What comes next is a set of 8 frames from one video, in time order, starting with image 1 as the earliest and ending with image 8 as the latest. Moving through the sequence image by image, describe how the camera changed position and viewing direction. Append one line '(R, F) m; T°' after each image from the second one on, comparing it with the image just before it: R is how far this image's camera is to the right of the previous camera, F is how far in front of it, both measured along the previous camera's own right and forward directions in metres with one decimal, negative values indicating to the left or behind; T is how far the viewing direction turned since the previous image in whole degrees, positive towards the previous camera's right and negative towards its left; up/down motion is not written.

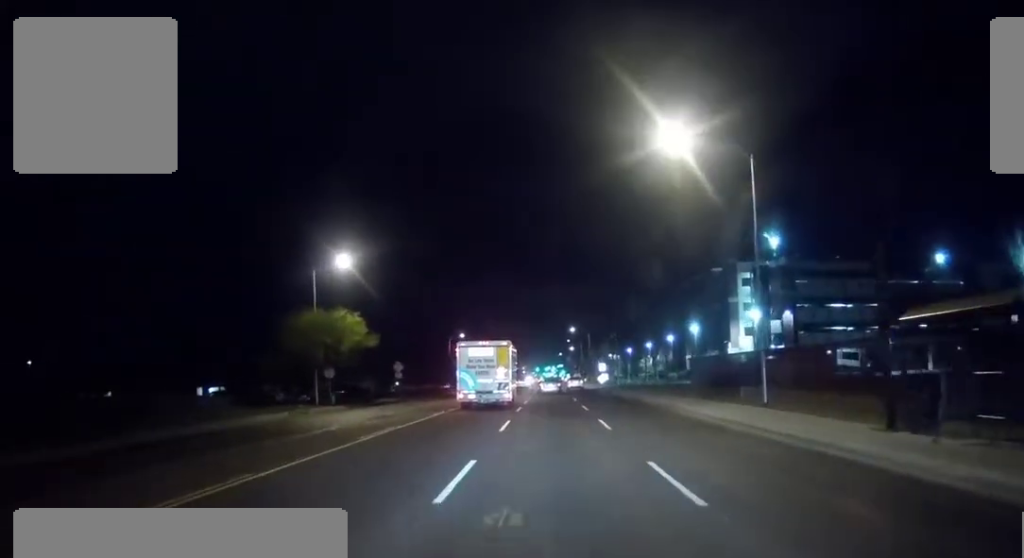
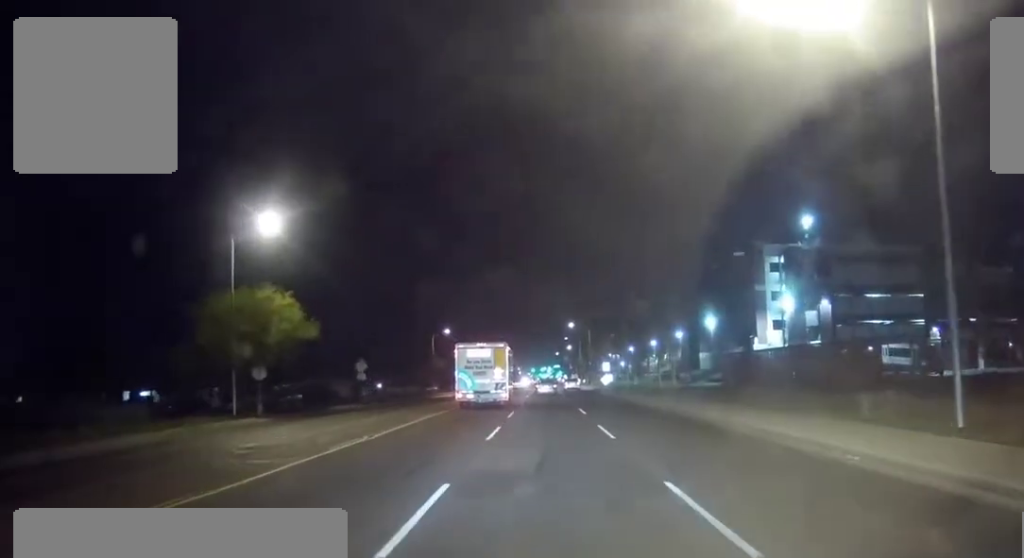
(0.0, +15.0) m; 0°
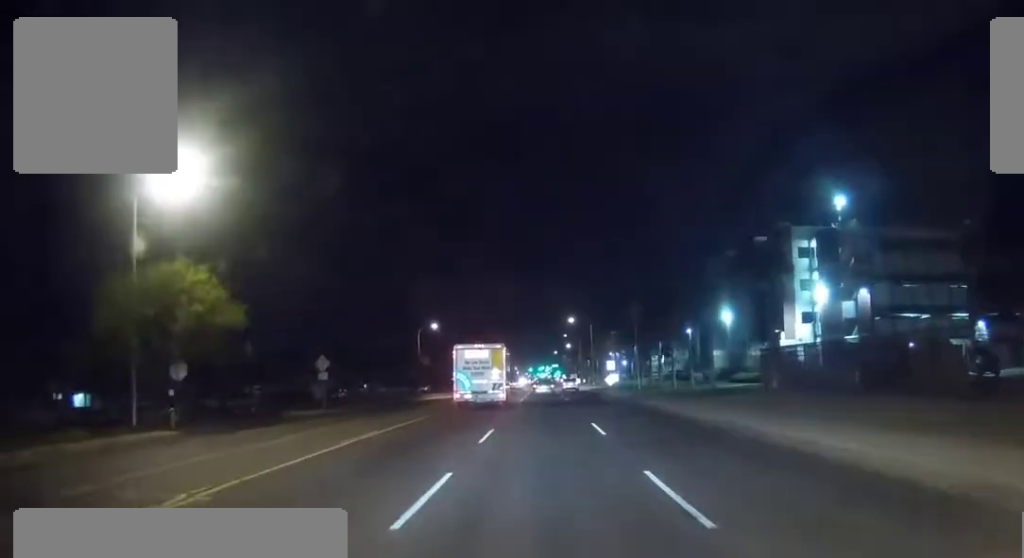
(0.0, +11.1) m; 0°
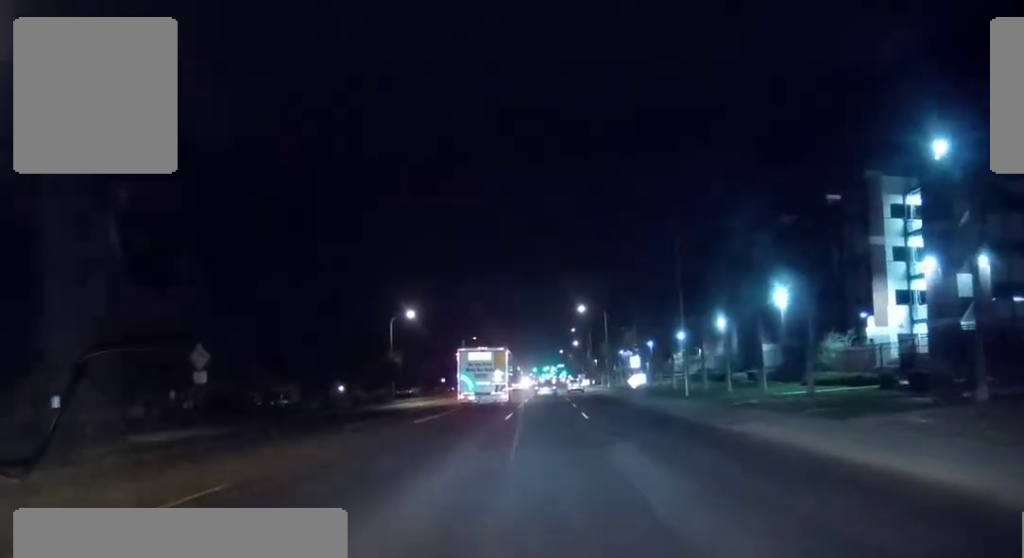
(0.0, +21.1) m; 0°
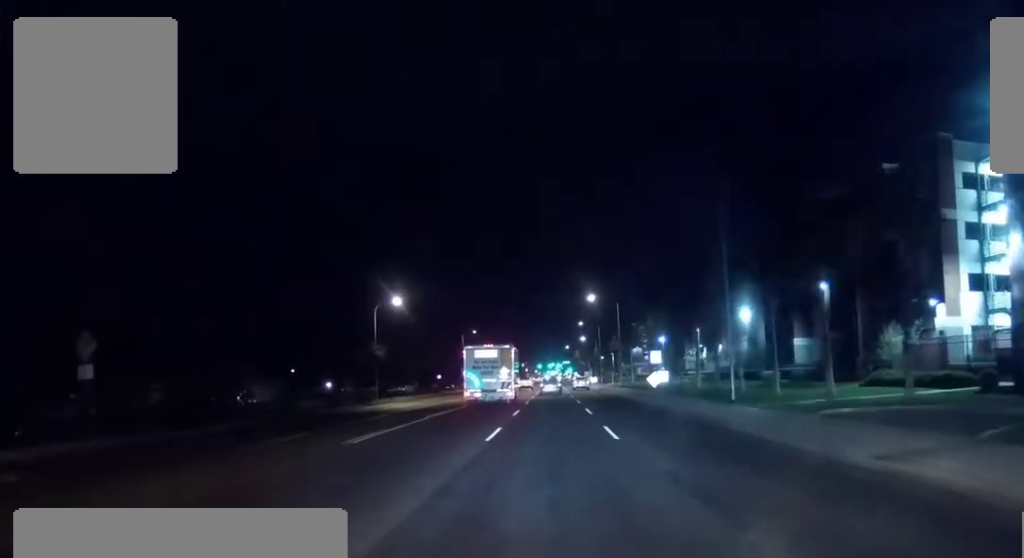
(0.0, +10.4) m; 0°
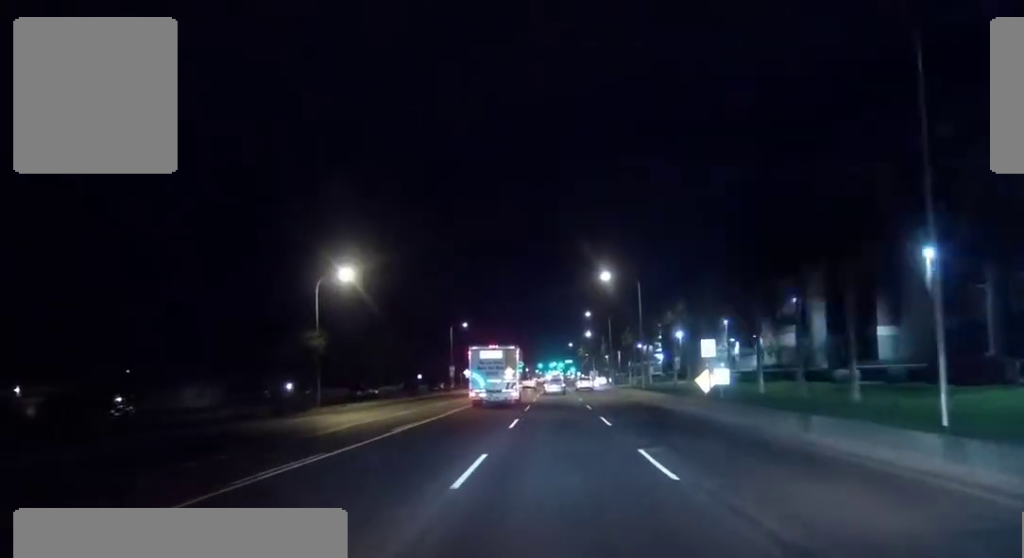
(0.0, +19.6) m; 0°
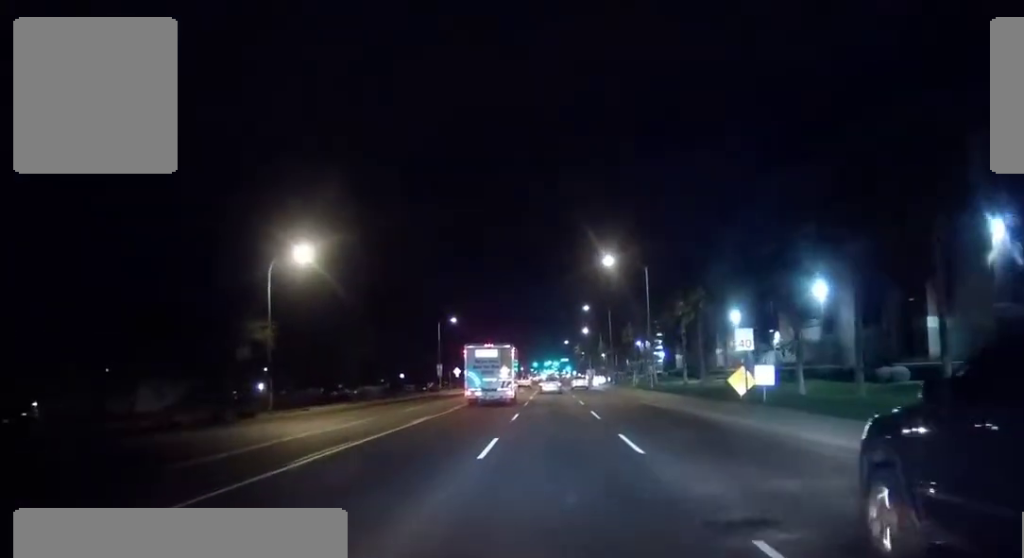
(0.0, +8.9) m; 0°
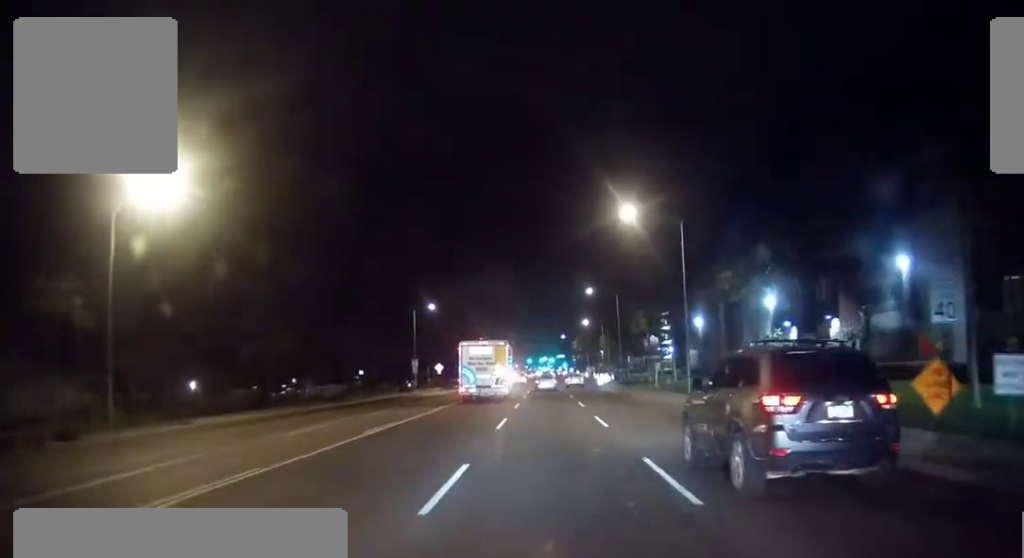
(0.0, +18.0) m; 0°
